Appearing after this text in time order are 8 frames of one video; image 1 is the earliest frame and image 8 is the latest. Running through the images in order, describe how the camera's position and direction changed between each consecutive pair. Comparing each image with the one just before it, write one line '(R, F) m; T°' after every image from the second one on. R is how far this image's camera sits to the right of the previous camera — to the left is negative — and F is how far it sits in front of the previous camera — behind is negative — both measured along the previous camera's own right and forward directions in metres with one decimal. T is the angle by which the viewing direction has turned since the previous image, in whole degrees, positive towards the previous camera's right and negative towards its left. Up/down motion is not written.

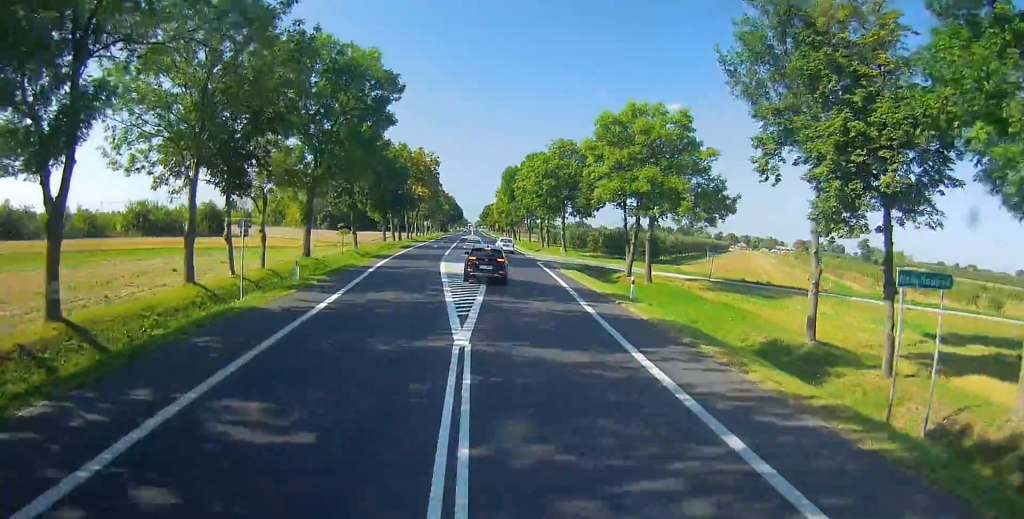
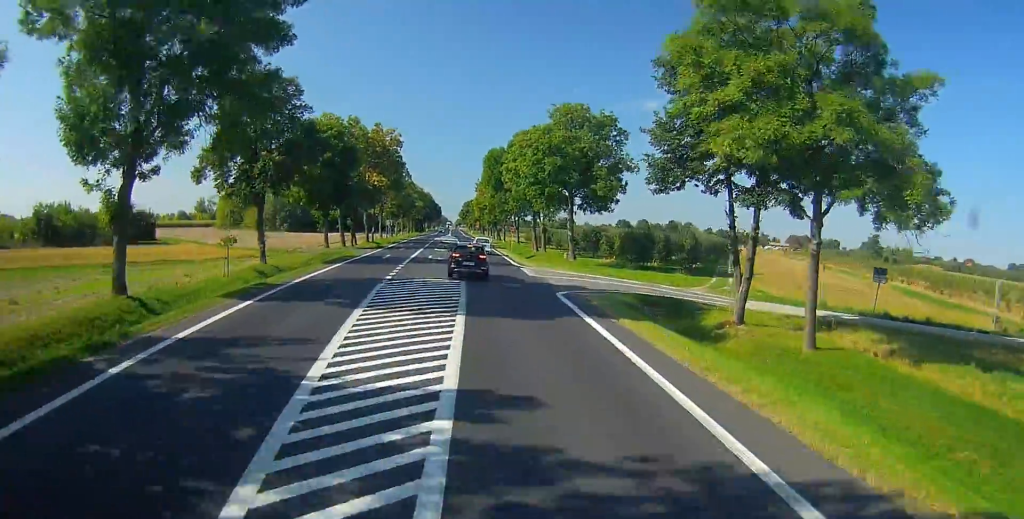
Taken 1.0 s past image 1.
(0.0, +23.3) m; 0°
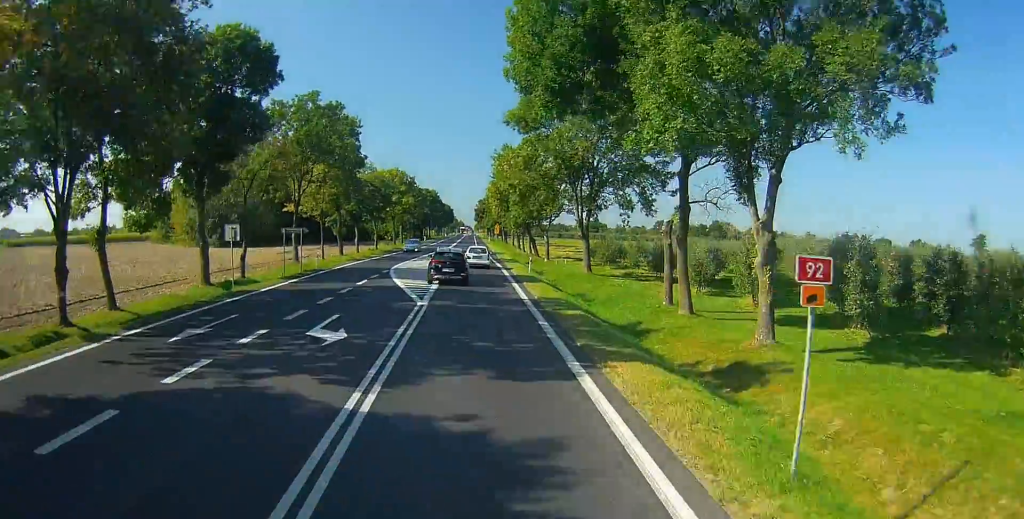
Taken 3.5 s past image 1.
(+0.2, +60.1) m; 0°
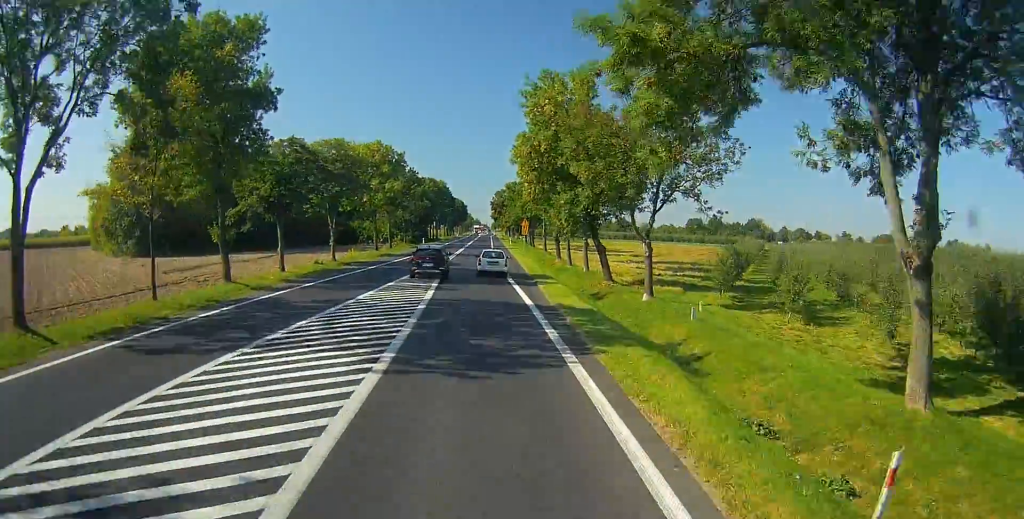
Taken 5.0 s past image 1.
(0.0, +37.5) m; -1°
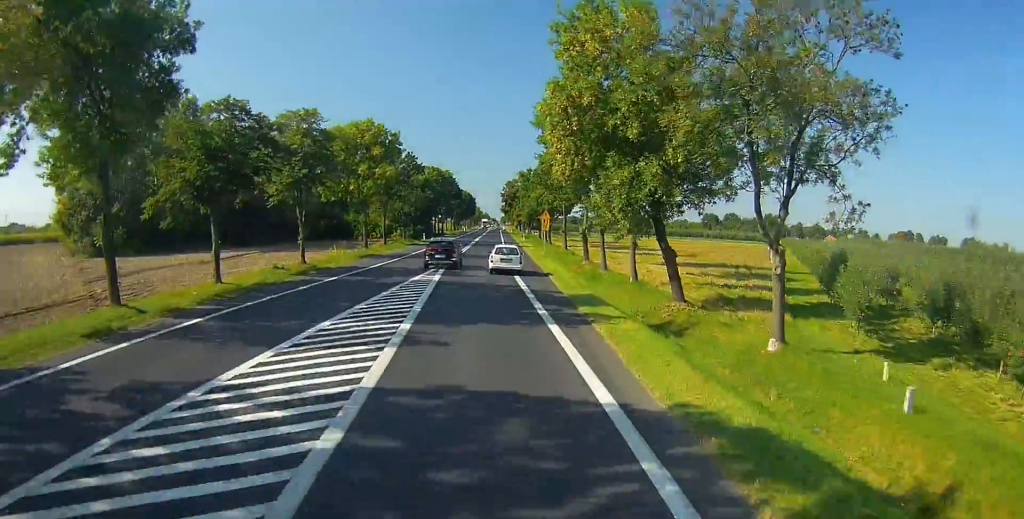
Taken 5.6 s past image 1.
(+0.2, +13.6) m; -1°
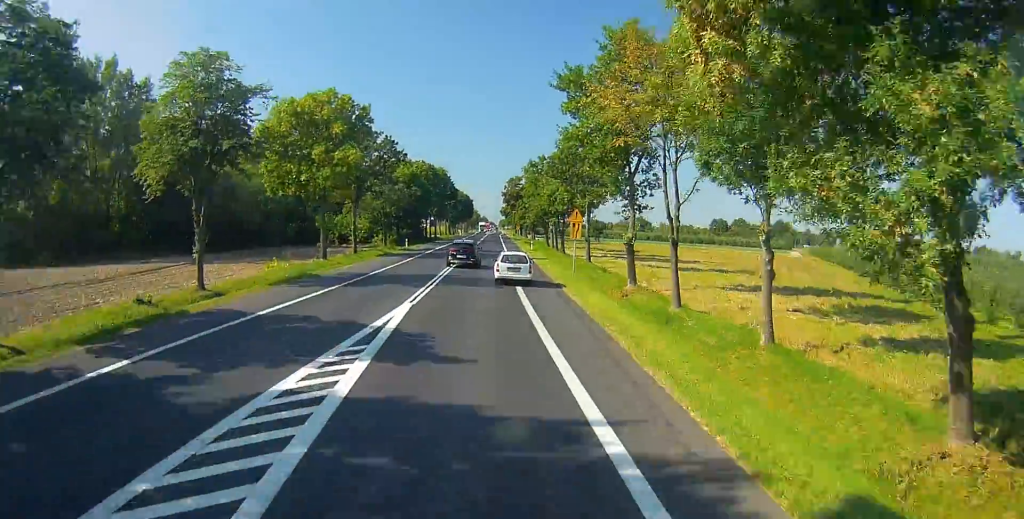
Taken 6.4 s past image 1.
(-0.5, +18.7) m; -1°
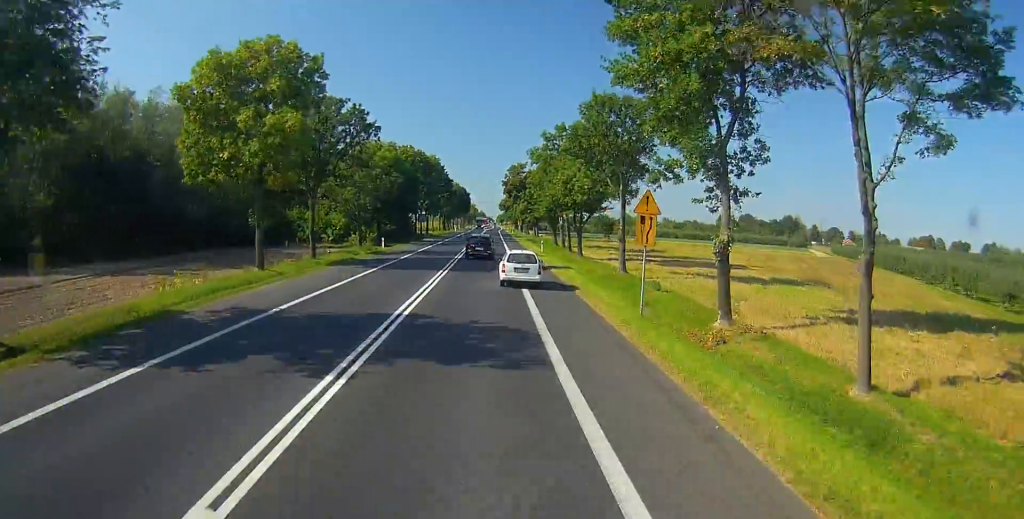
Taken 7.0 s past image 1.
(0.0, +15.8) m; 0°
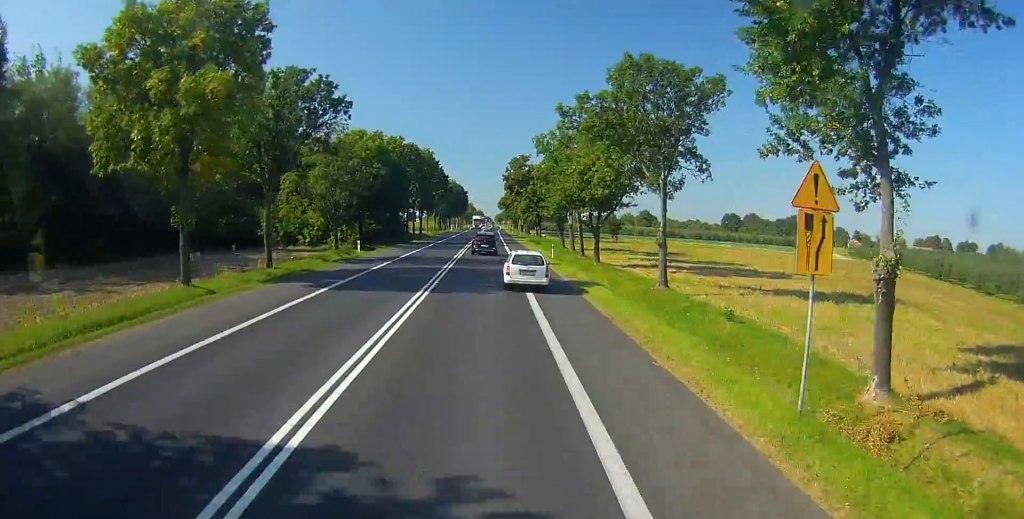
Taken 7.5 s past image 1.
(0.0, +10.6) m; 0°
